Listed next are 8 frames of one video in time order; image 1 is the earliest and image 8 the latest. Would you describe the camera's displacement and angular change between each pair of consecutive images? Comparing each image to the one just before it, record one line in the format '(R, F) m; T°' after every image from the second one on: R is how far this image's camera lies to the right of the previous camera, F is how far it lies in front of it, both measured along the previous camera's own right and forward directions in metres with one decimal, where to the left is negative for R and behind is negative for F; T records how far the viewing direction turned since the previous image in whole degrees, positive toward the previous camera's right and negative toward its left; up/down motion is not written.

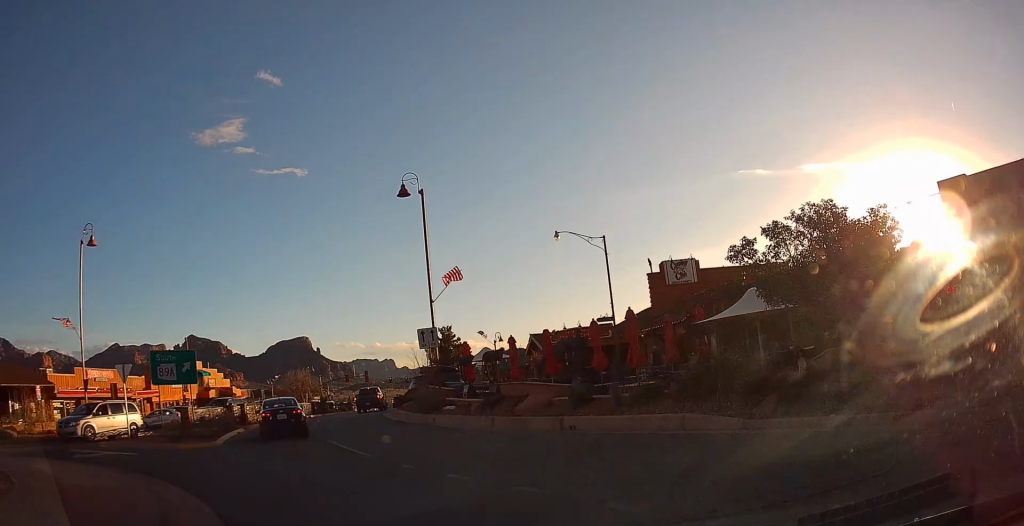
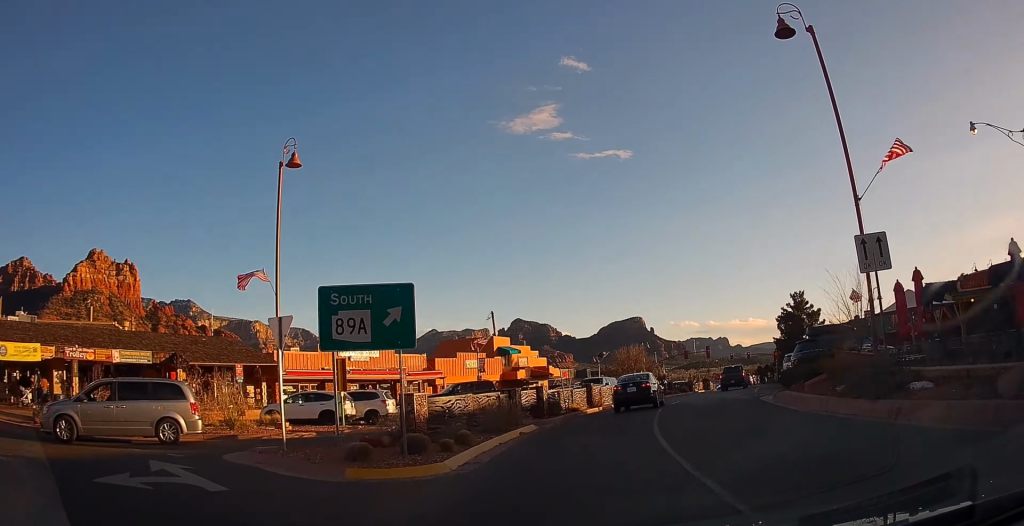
(-2.1, +7.7) m; -30°
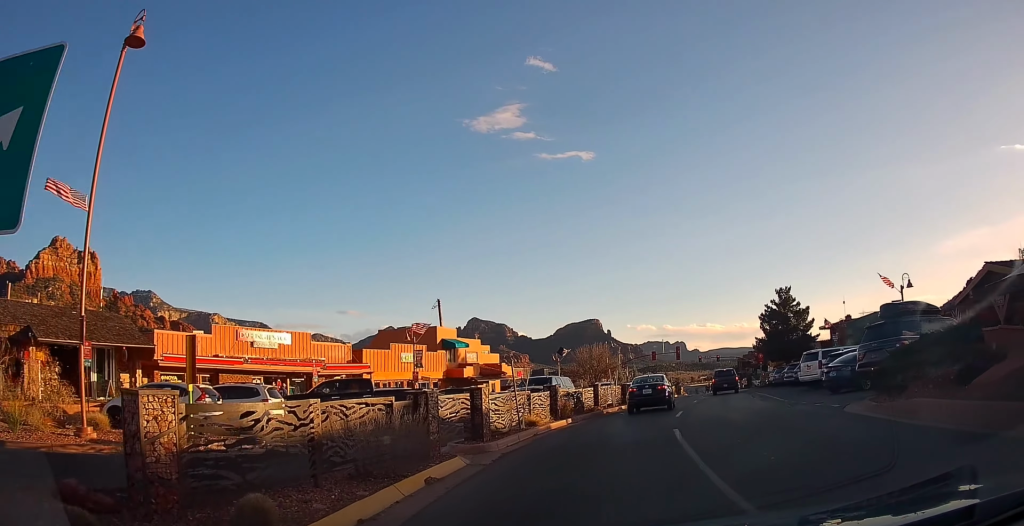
(-1.0, +6.6) m; -9°
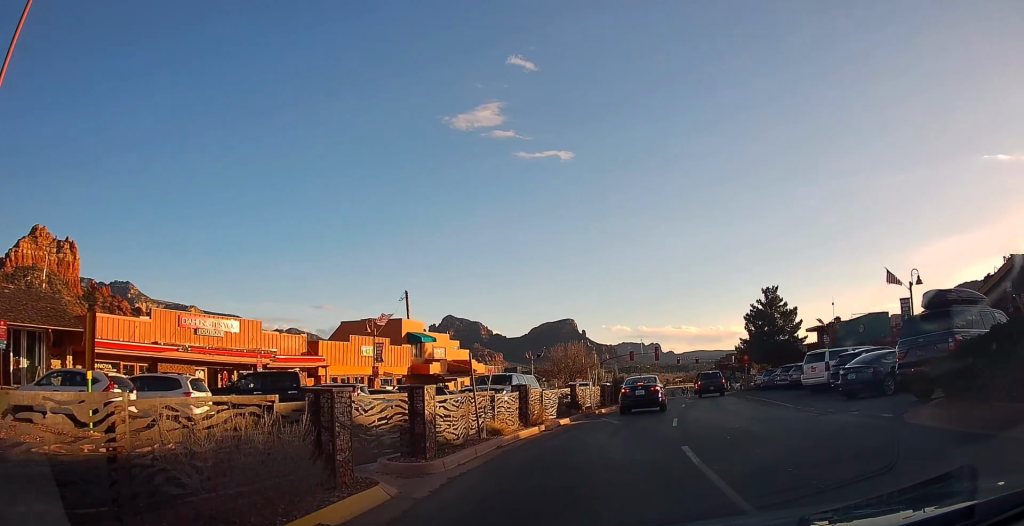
(0.0, +3.0) m; 0°
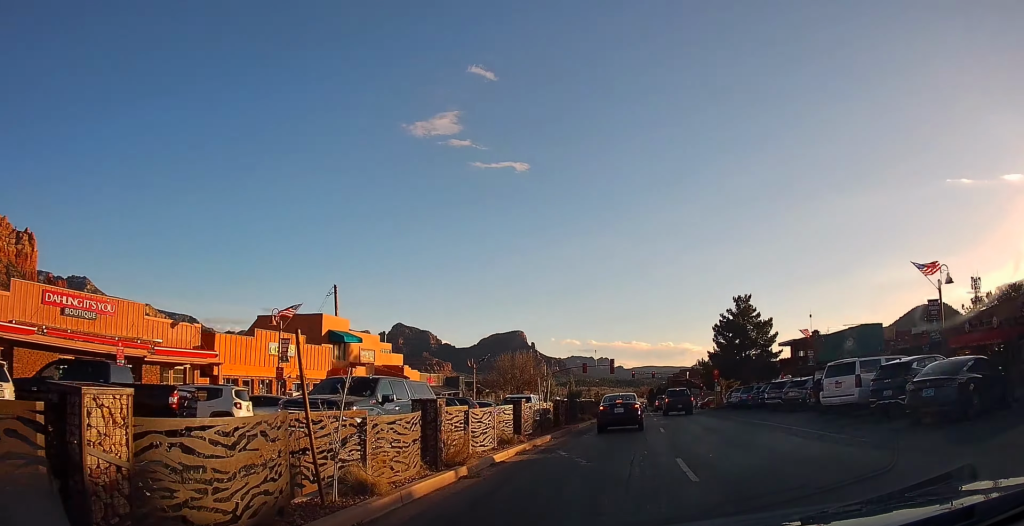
(+0.2, +6.5) m; +1°
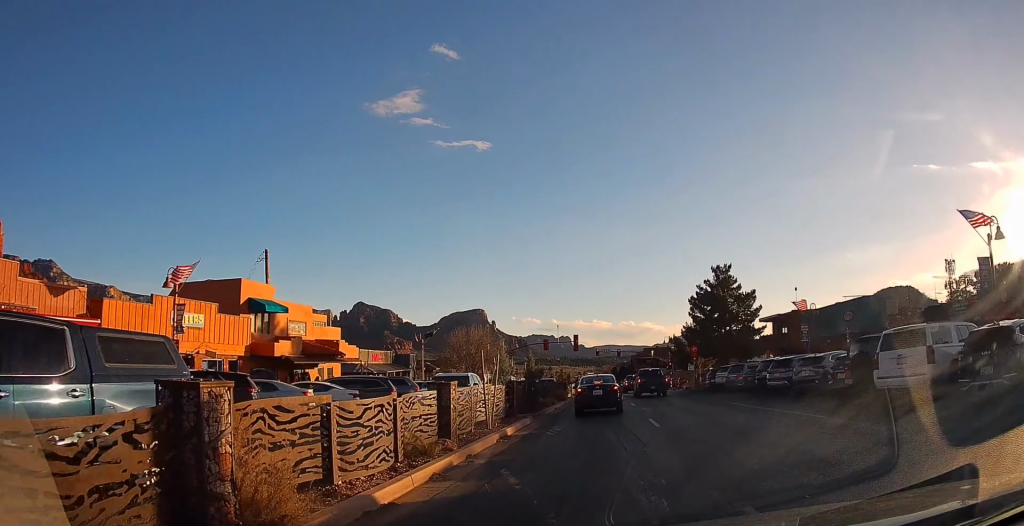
(-0.1, +6.7) m; 0°
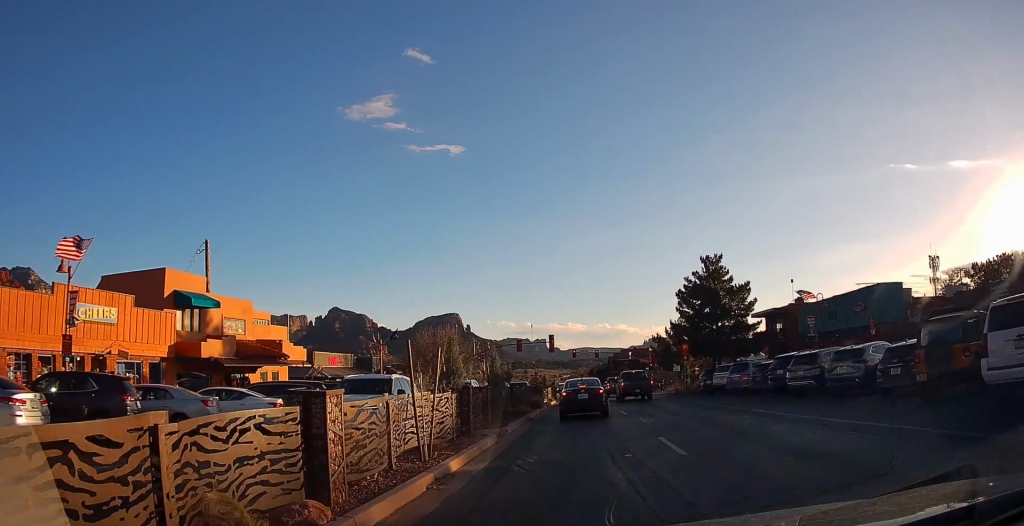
(+0.1, +5.4) m; +4°
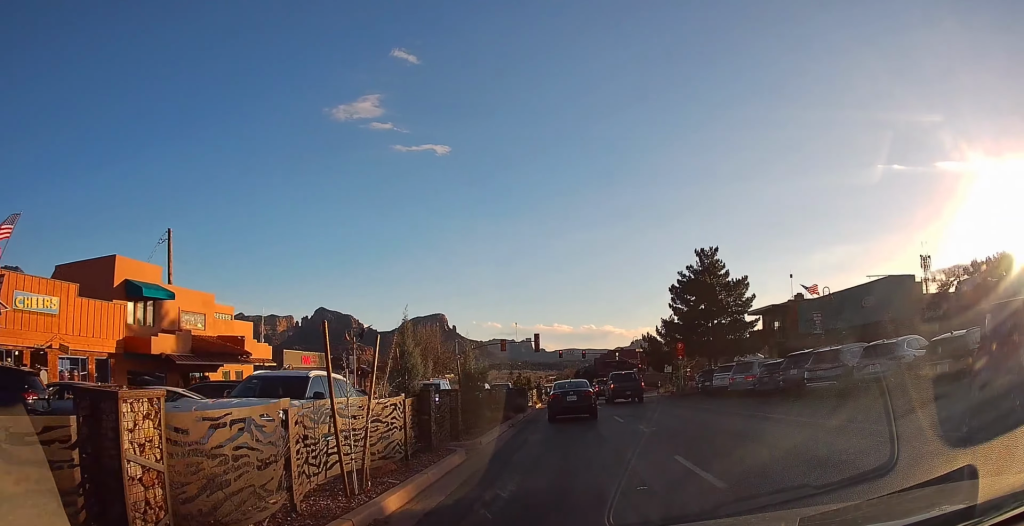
(+0.1, +3.2) m; +3°
